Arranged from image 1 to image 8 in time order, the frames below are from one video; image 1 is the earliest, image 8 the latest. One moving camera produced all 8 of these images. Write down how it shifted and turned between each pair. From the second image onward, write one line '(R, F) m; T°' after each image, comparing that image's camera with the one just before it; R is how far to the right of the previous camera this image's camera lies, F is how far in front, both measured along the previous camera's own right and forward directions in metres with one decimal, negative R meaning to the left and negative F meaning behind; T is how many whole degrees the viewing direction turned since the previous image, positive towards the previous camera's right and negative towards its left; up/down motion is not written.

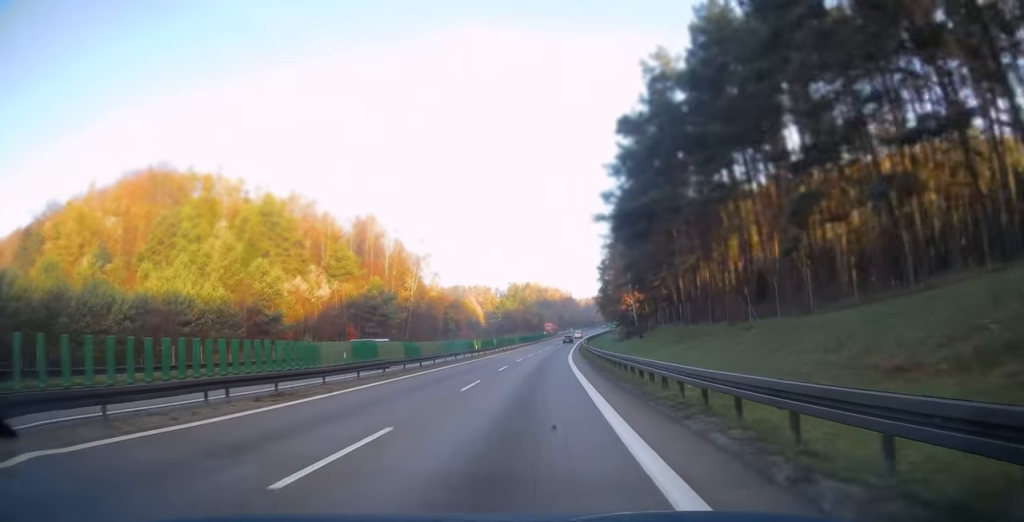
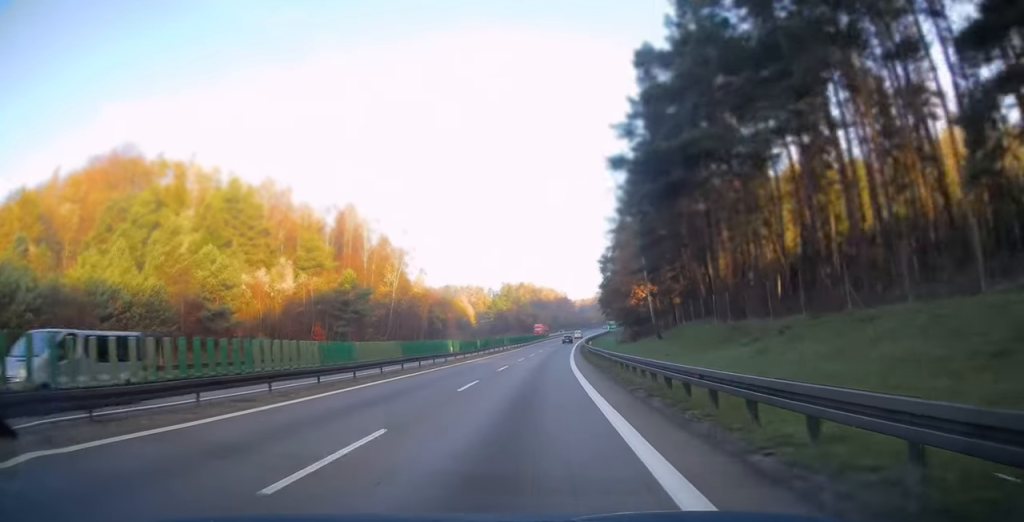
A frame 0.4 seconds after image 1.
(+0.2, +12.4) m; 0°
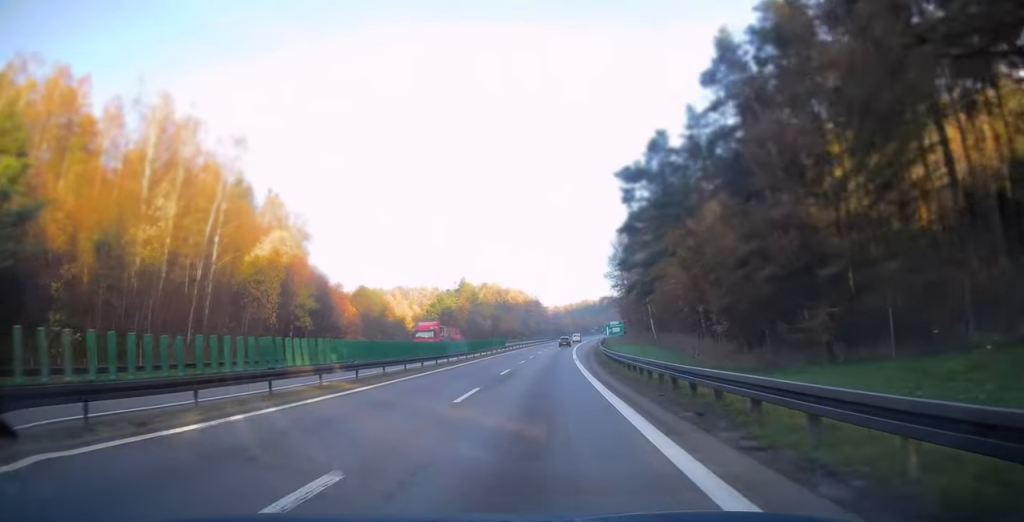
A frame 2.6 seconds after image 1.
(+1.5, +63.9) m; +3°
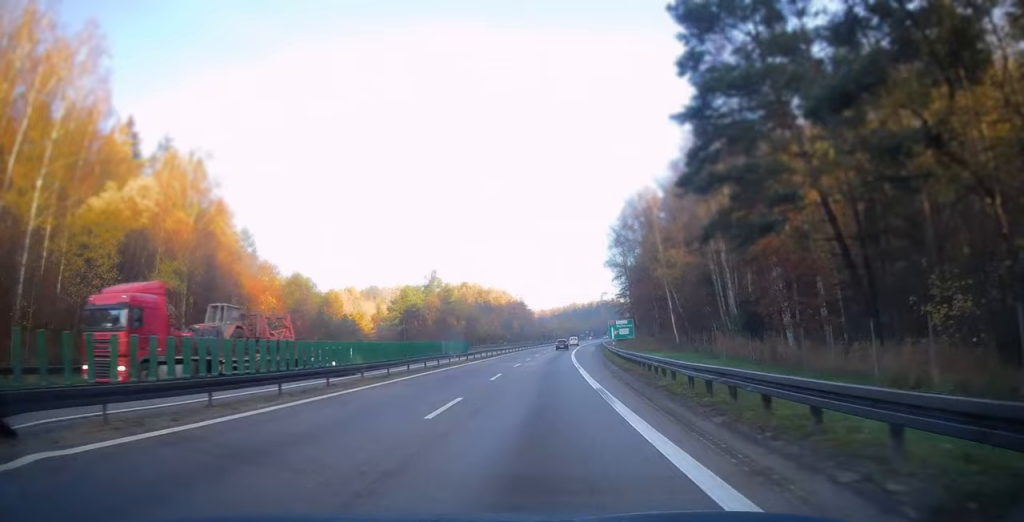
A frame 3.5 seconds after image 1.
(+0.3, +27.3) m; +1°
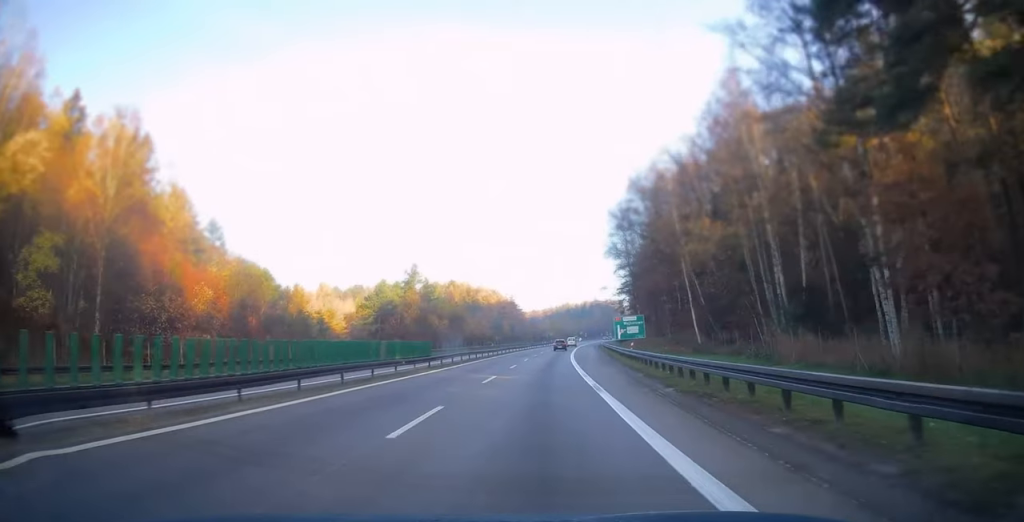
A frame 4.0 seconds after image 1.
(0.0, +14.4) m; +1°
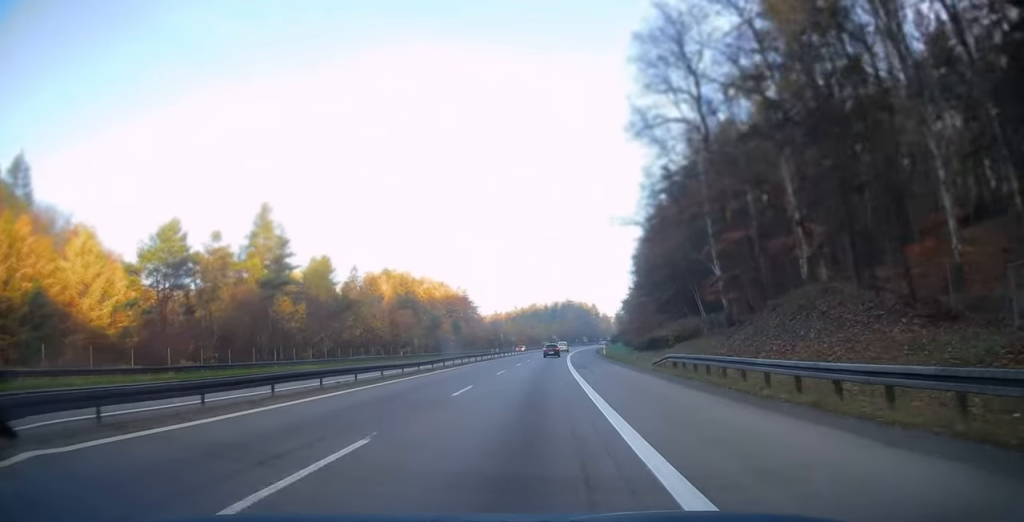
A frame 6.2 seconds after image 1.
(+1.9, +64.9) m; +3°
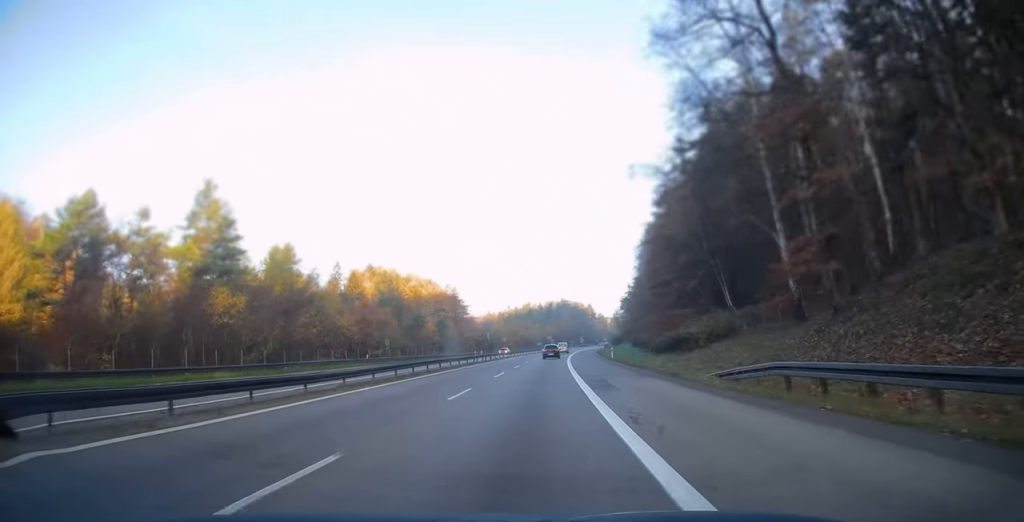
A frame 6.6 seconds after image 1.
(0.0, +13.3) m; +1°
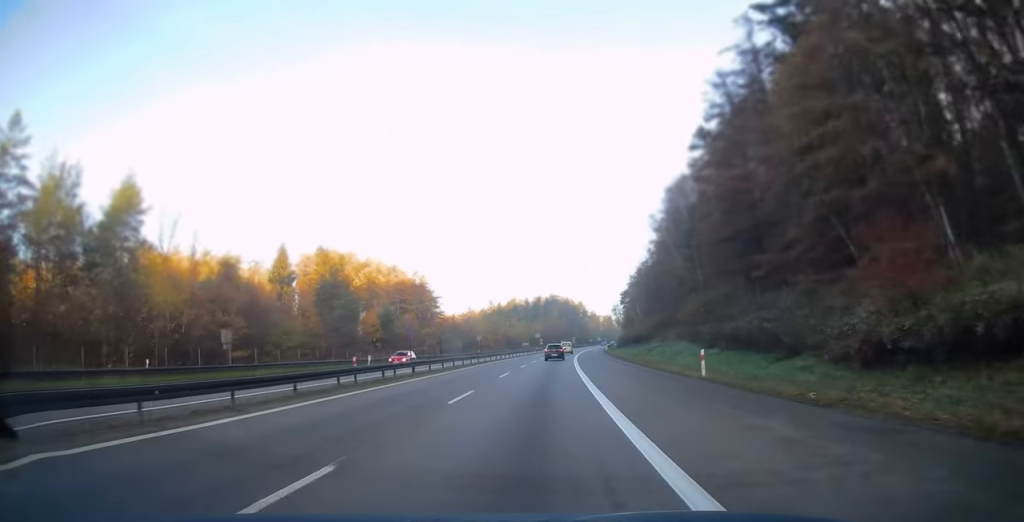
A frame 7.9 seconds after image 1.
(+0.5, +37.1) m; +1°
